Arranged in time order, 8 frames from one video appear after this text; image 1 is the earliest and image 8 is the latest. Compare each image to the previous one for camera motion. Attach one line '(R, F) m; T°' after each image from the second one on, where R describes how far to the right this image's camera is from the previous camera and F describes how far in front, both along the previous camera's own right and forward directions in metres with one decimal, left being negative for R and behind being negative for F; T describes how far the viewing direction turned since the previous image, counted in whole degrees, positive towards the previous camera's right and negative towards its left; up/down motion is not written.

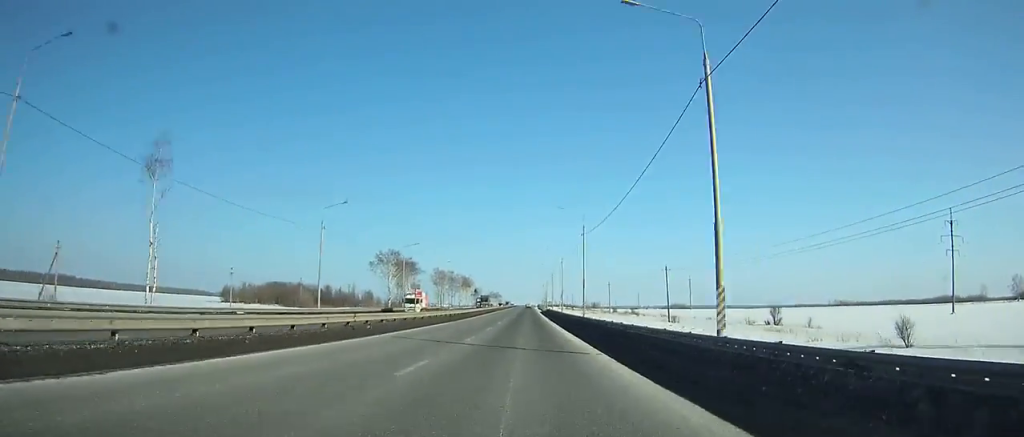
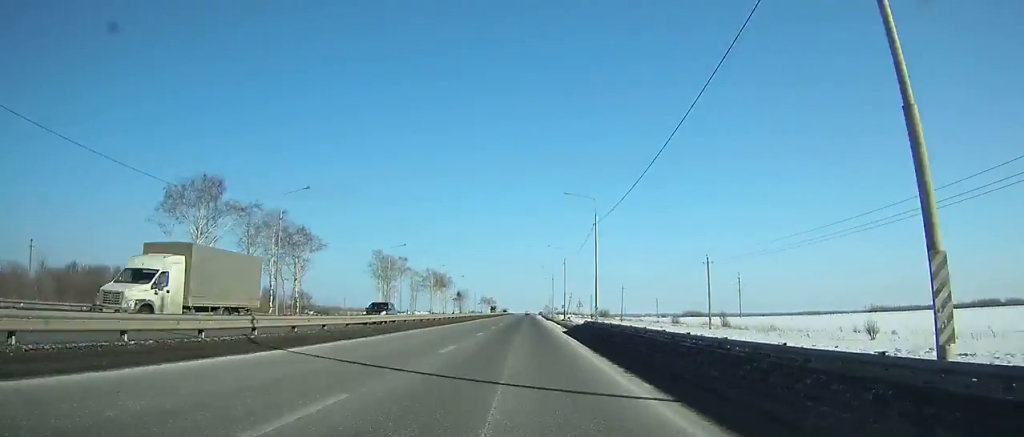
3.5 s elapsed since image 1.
(-0.1, +89.0) m; 0°
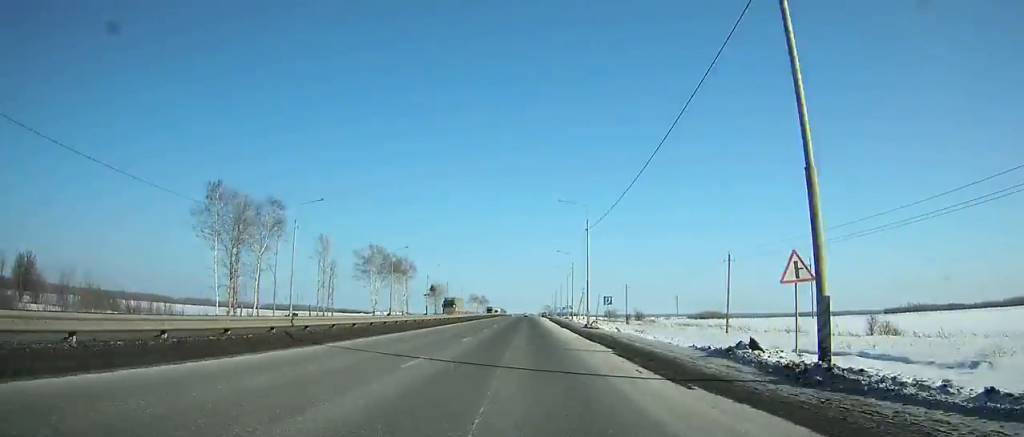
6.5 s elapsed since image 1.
(-0.1, +76.3) m; 0°
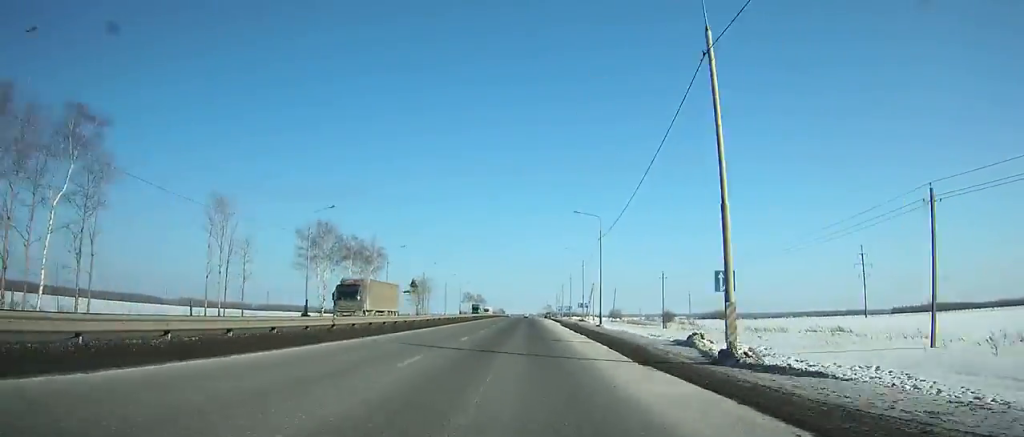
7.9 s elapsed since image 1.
(0.0, +35.6) m; 0°
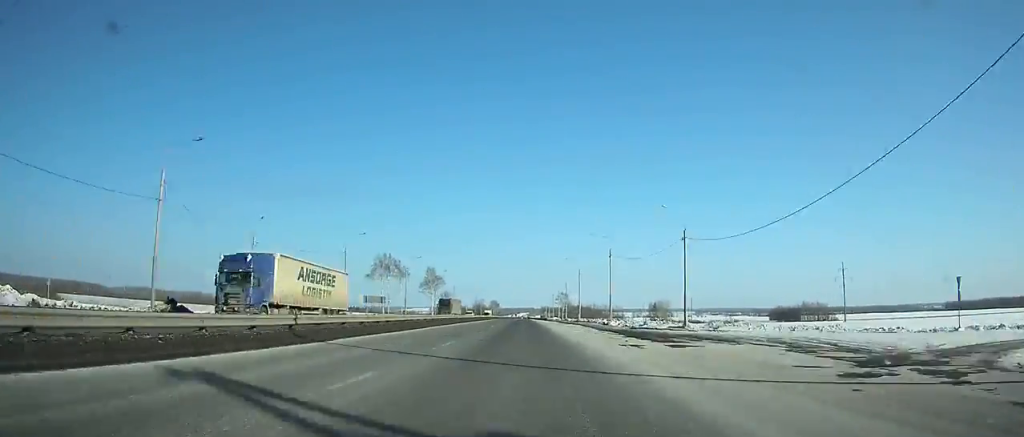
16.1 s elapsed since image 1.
(-0.5, +207.1) m; 0°
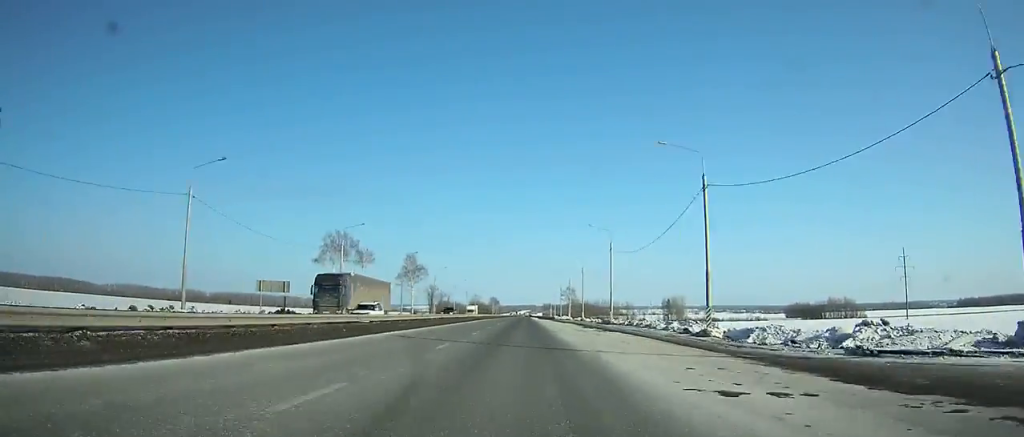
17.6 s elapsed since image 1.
(-0.1, +37.8) m; 0°
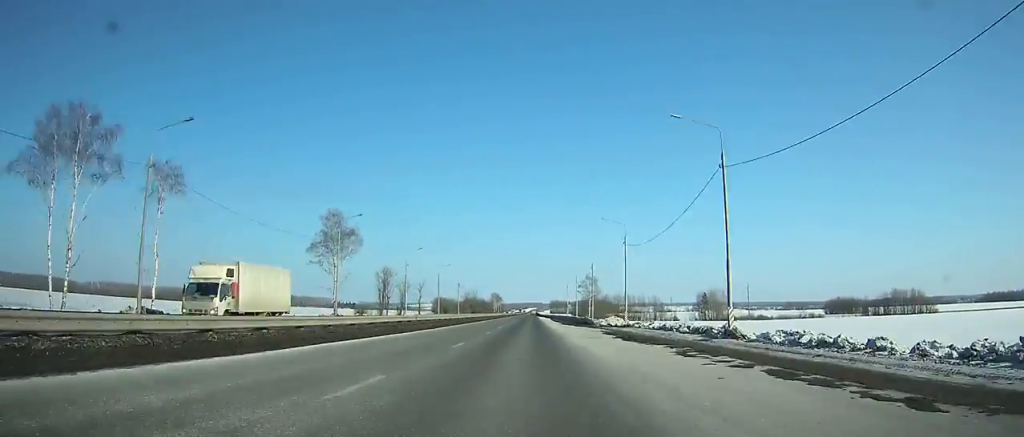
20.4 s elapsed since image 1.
(-0.2, +71.0) m; 0°
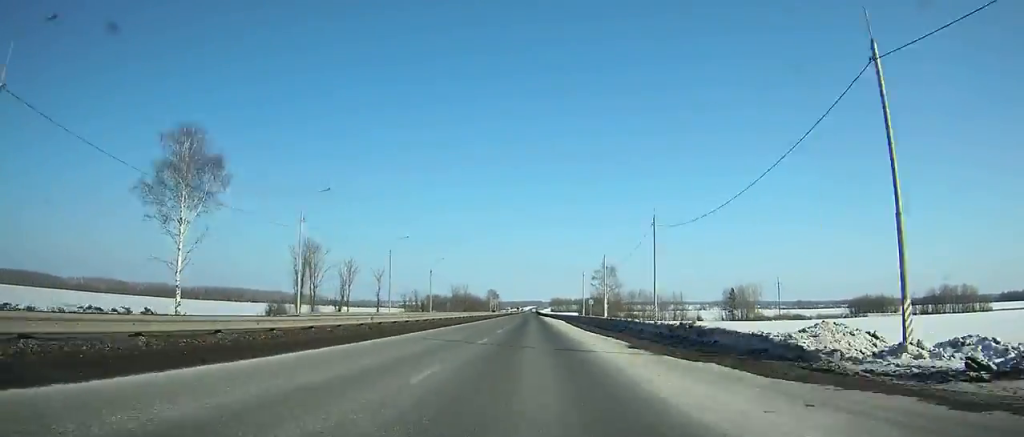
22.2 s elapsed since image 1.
(0.0, +46.1) m; 0°
